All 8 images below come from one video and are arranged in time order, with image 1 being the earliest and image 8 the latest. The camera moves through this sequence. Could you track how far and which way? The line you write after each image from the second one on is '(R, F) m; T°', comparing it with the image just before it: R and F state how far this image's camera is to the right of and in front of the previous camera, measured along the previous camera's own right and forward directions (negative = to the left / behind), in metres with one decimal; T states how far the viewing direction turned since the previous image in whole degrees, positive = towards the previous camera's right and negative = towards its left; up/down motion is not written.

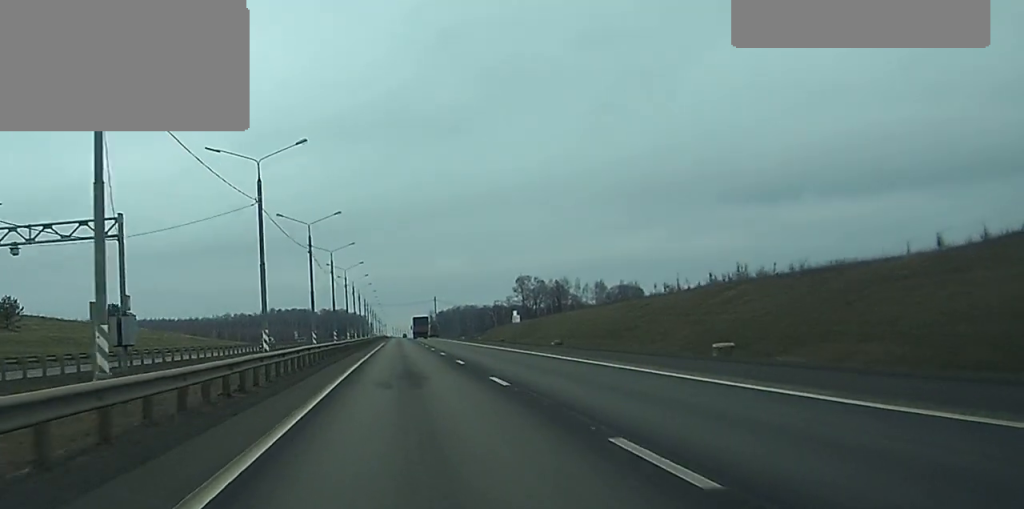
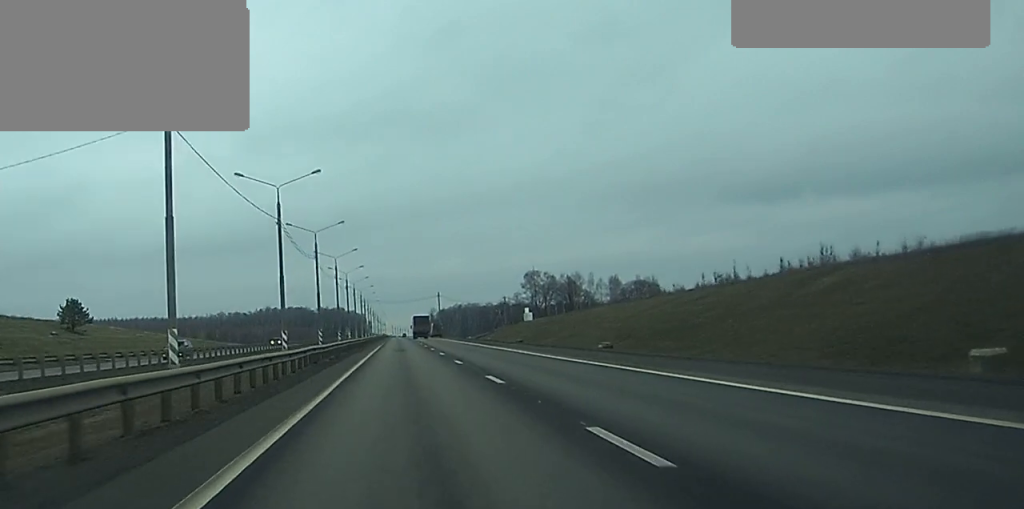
(0.0, +23.0) m; 0°
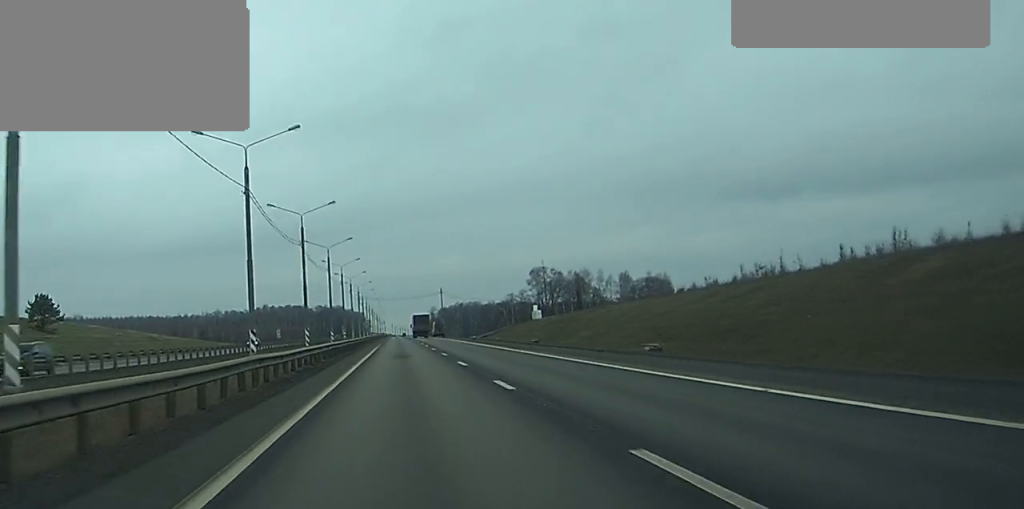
(+0.1, +14.0) m; 0°
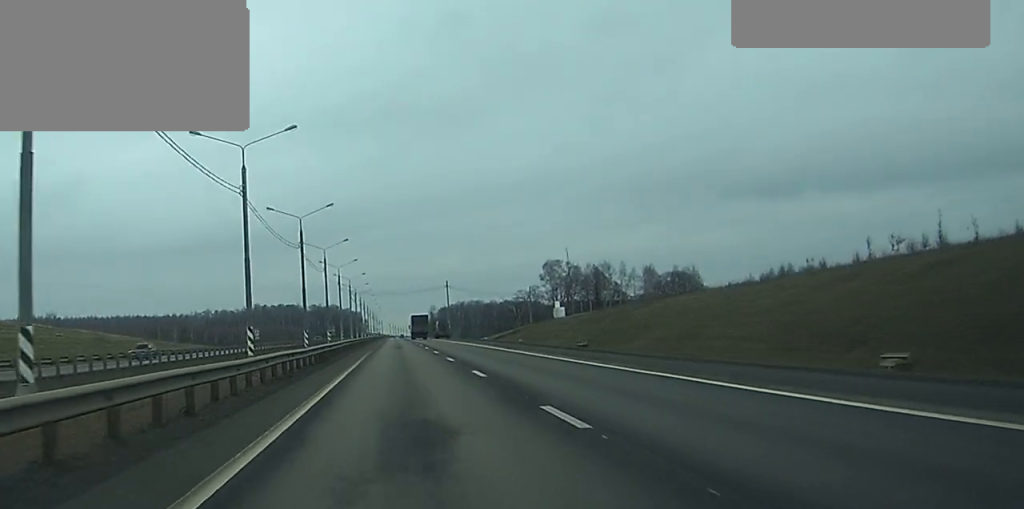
(+0.1, +31.1) m; 0°
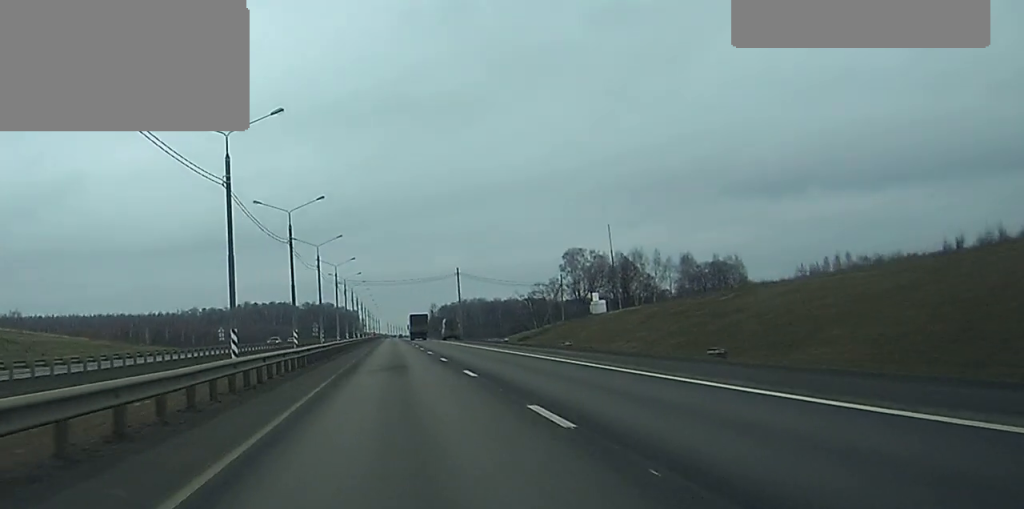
(0.0, +36.0) m; 0°
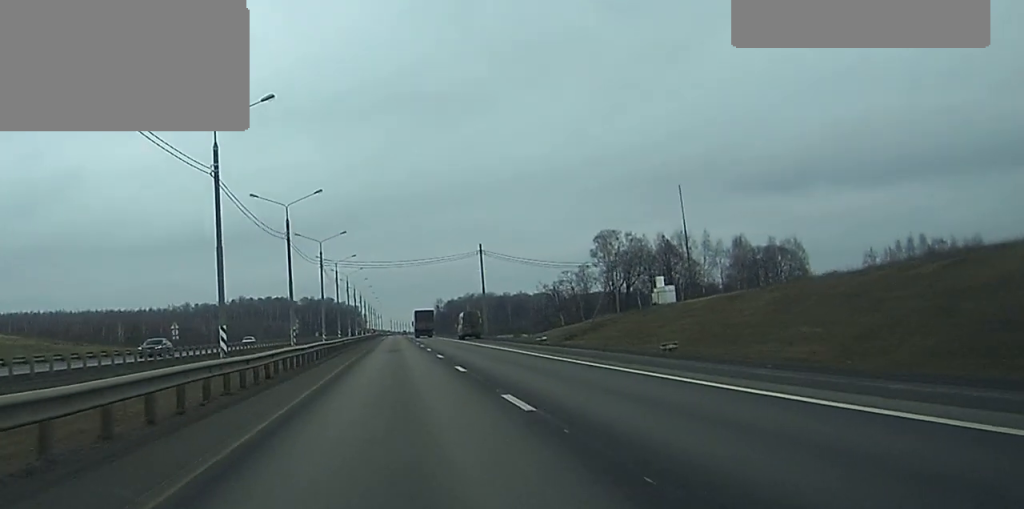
(0.0, +34.0) m; 0°
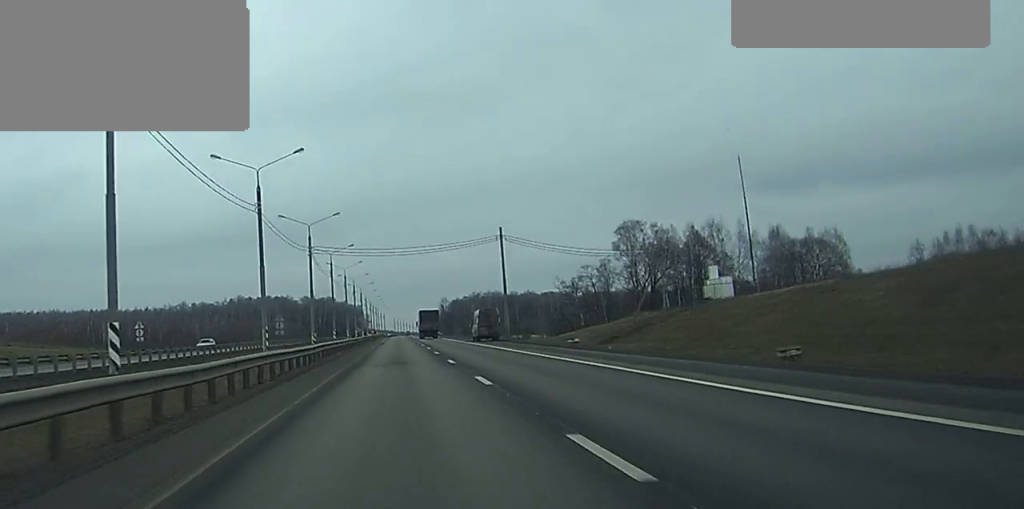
(0.0, +18.0) m; 0°
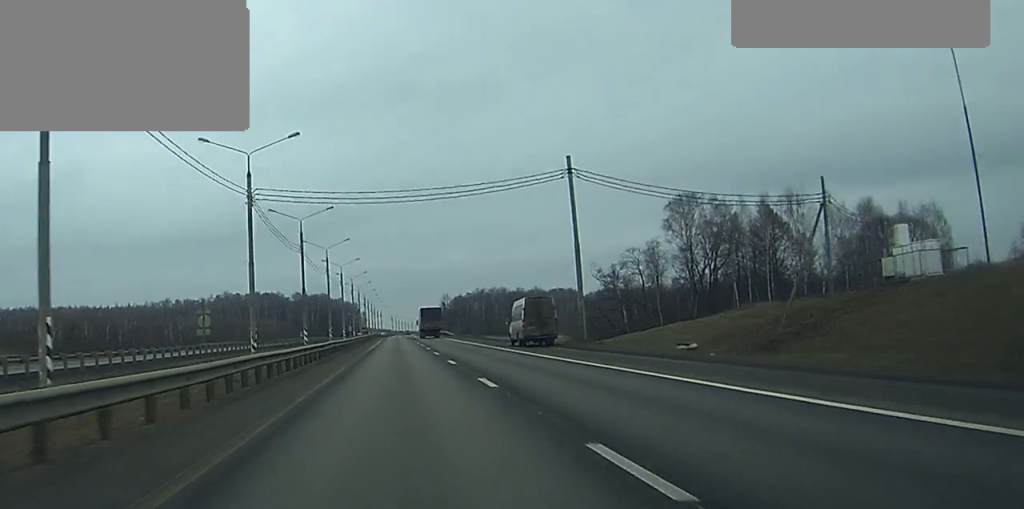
(-0.1, +36.9) m; 0°
